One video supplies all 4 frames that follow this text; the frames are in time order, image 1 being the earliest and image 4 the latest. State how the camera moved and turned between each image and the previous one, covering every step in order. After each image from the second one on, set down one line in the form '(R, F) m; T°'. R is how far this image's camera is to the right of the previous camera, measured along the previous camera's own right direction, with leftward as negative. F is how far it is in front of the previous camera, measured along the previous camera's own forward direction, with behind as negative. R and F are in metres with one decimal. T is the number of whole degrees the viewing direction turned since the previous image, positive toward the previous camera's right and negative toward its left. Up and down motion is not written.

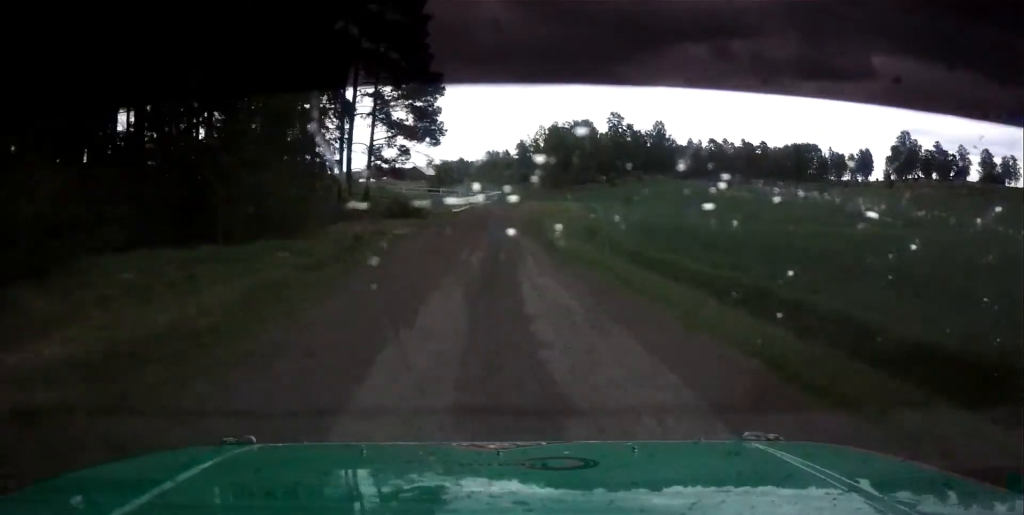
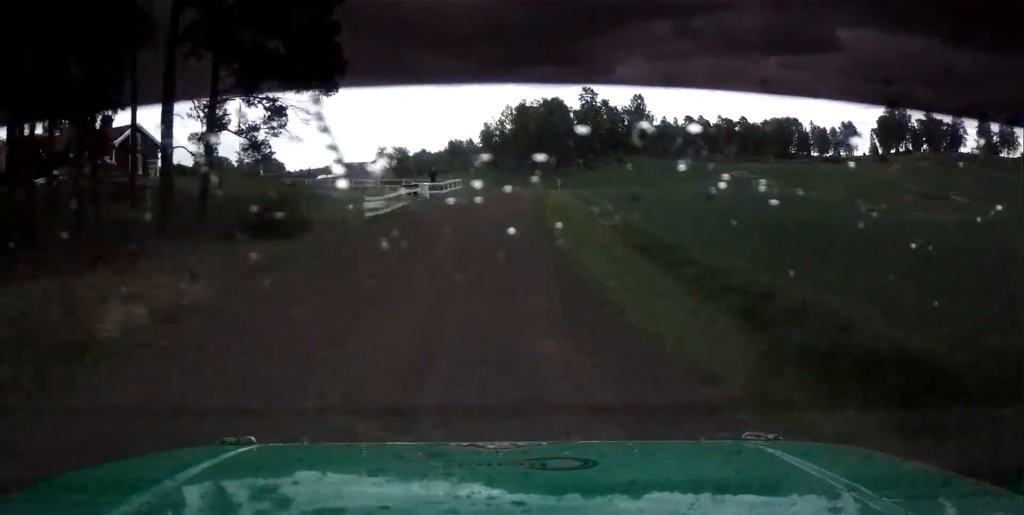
(-0.1, +23.0) m; +1°
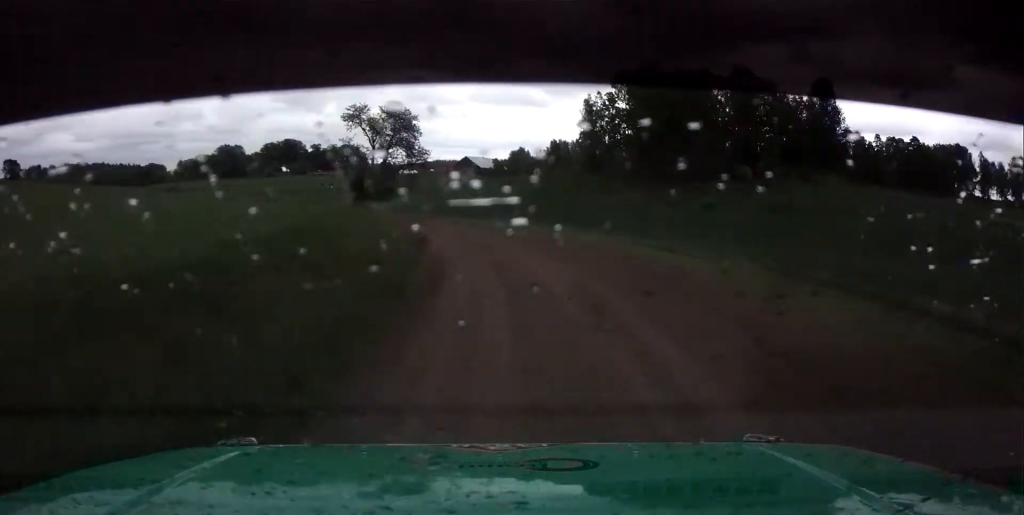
(+0.2, +78.2) m; -8°
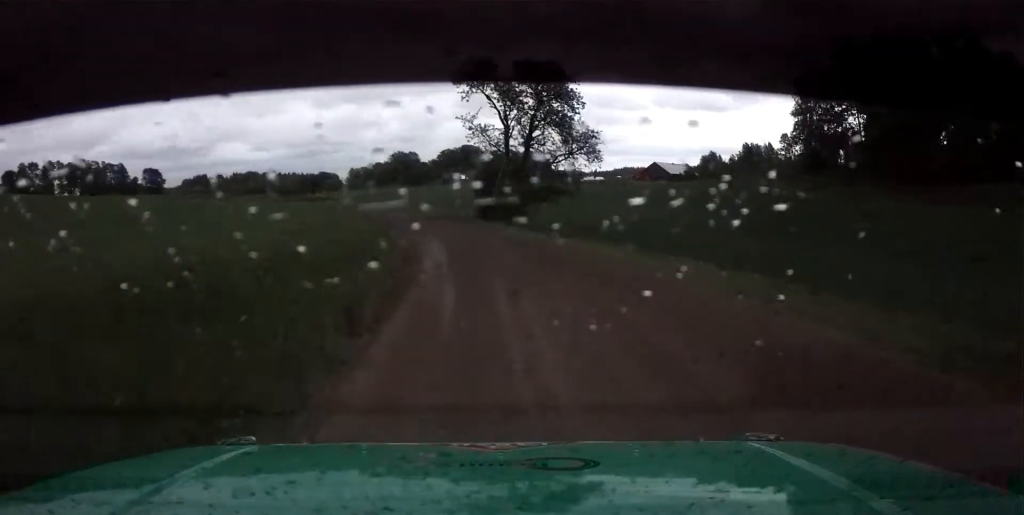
(-3.0, +28.2) m; -12°
